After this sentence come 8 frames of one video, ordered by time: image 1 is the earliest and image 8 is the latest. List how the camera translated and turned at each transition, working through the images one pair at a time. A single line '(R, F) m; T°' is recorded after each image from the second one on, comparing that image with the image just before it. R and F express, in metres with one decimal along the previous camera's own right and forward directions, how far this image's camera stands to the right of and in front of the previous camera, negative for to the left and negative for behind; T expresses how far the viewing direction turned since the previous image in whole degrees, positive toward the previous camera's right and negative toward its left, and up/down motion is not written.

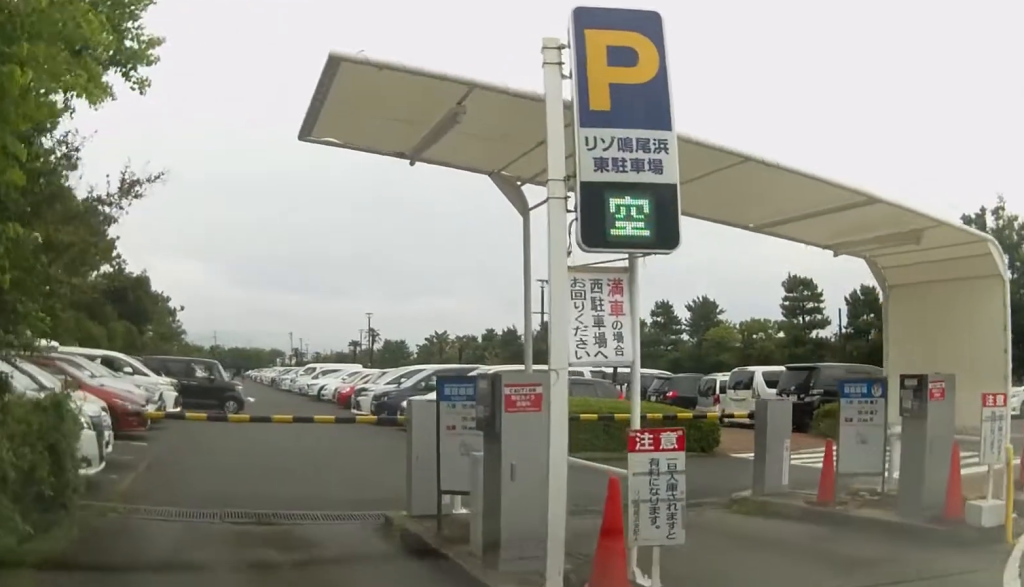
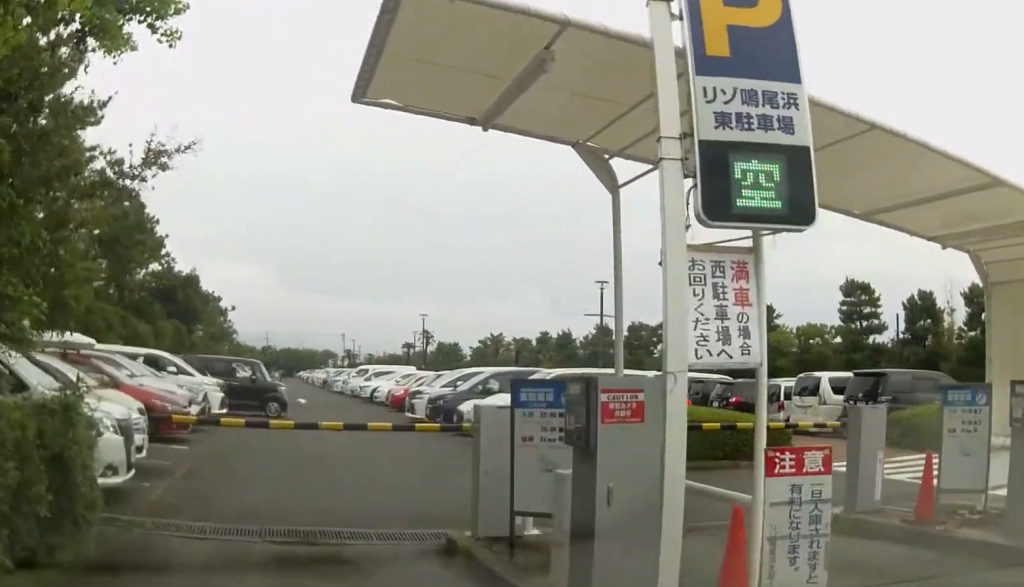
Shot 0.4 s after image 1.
(-0.1, +1.2) m; -3°
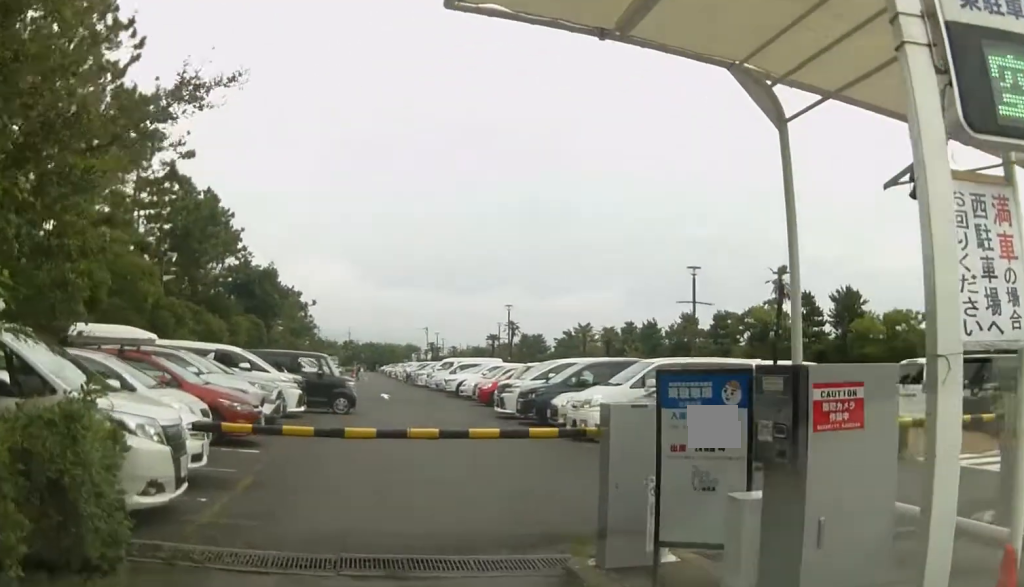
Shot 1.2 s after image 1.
(-0.1, +1.9) m; -4°
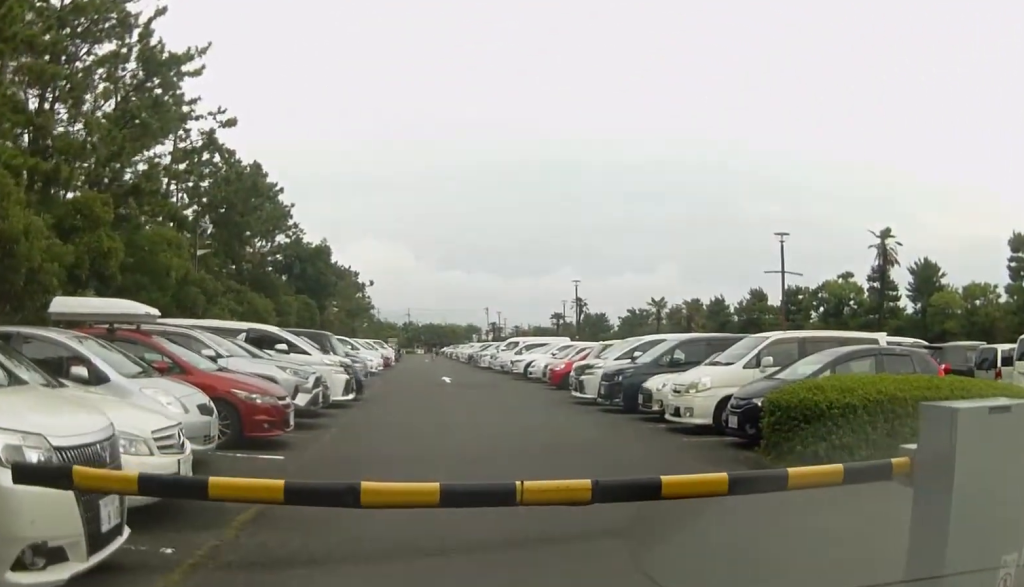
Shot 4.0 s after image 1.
(-0.7, +4.1) m; -1°
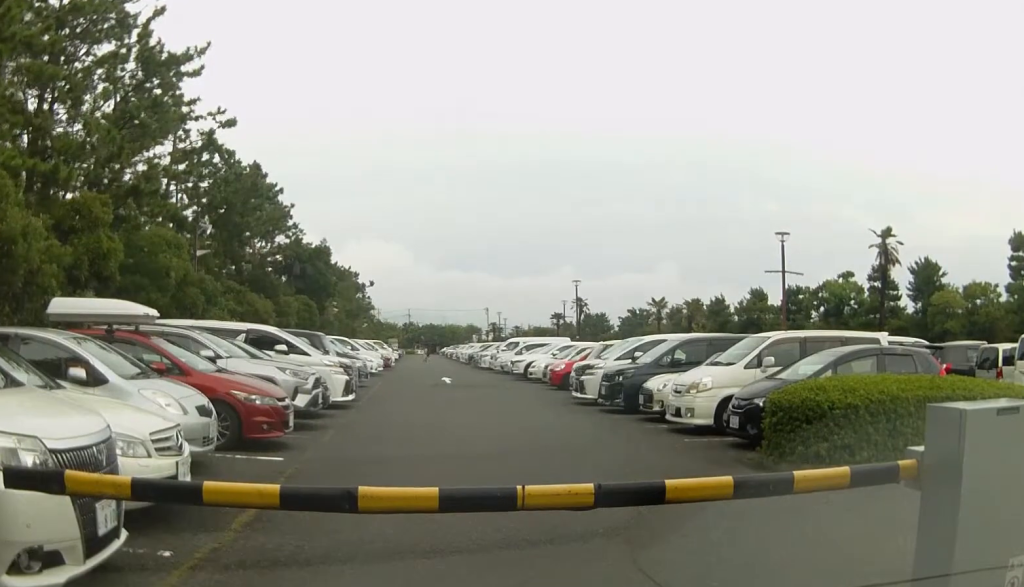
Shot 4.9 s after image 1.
(+0.4, +0.5) m; 0°
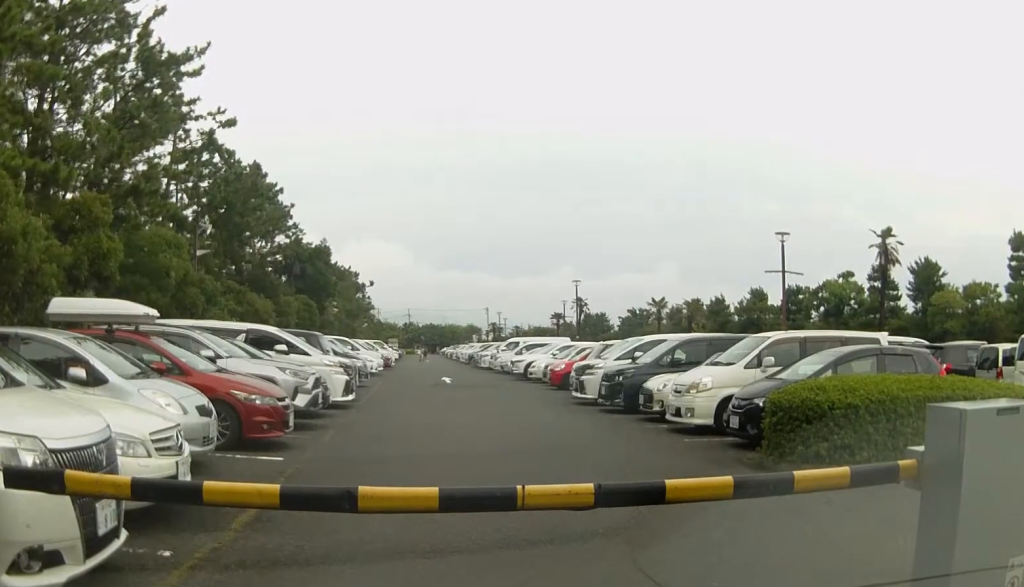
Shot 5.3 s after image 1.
(+0.1, +0.2) m; 0°
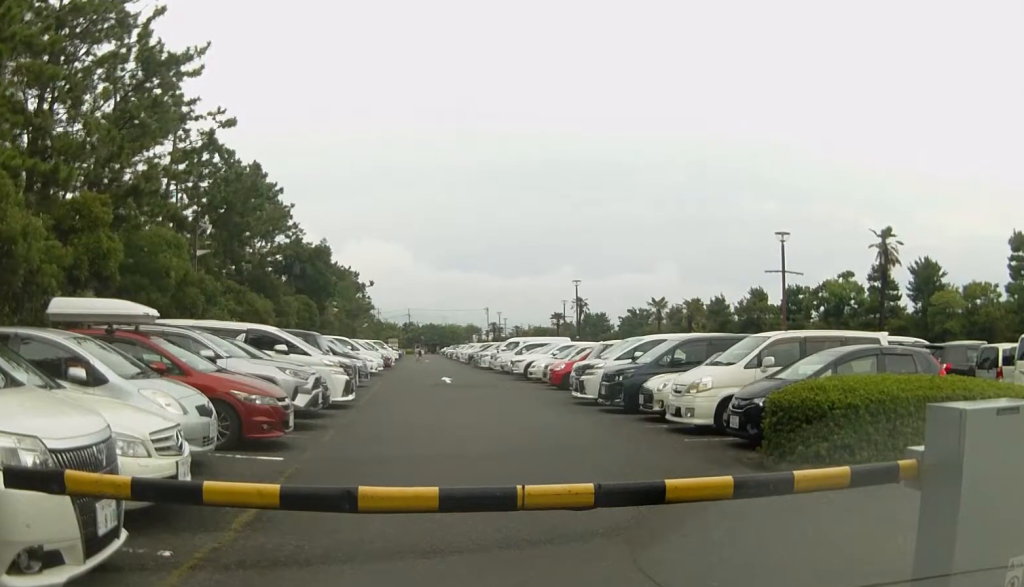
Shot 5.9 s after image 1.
(+0.1, +0.2) m; 0°
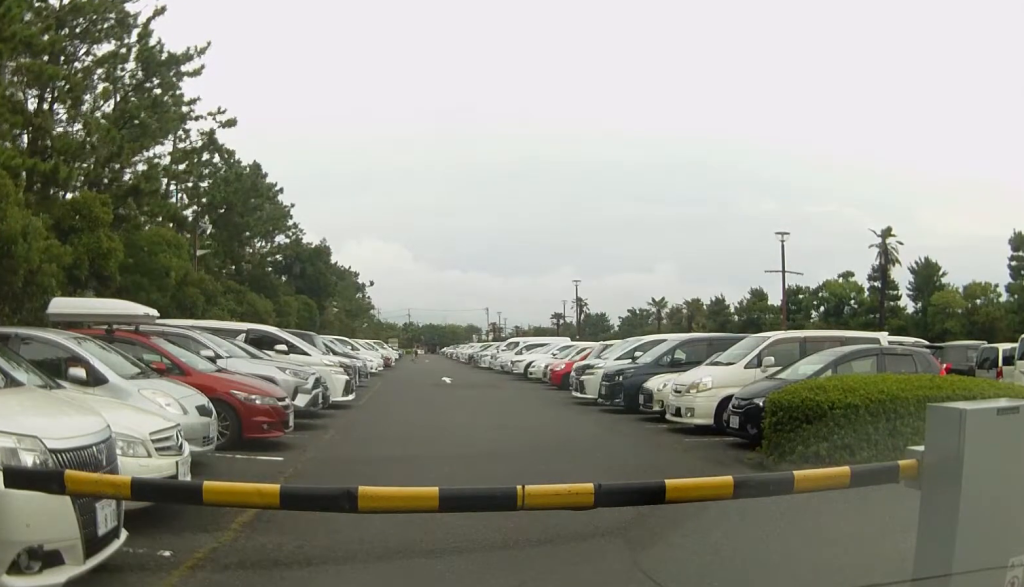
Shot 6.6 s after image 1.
(0.0, +0.1) m; 0°
